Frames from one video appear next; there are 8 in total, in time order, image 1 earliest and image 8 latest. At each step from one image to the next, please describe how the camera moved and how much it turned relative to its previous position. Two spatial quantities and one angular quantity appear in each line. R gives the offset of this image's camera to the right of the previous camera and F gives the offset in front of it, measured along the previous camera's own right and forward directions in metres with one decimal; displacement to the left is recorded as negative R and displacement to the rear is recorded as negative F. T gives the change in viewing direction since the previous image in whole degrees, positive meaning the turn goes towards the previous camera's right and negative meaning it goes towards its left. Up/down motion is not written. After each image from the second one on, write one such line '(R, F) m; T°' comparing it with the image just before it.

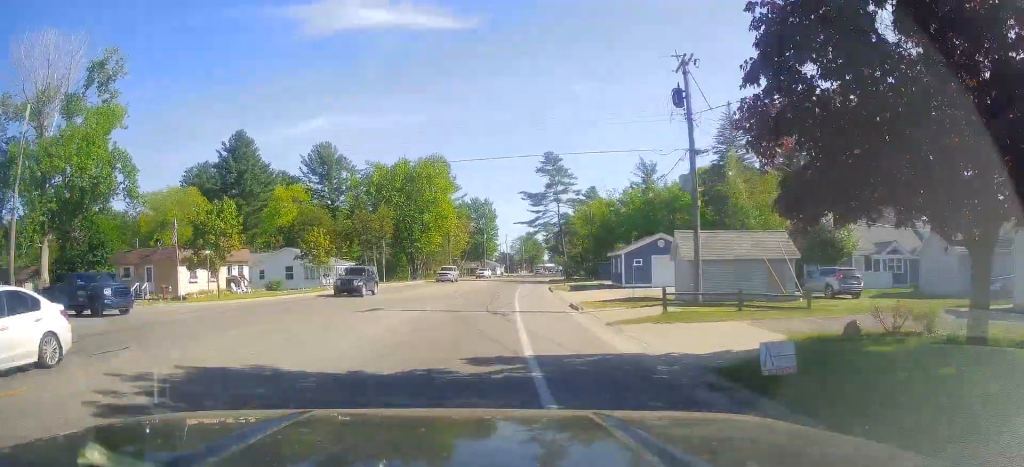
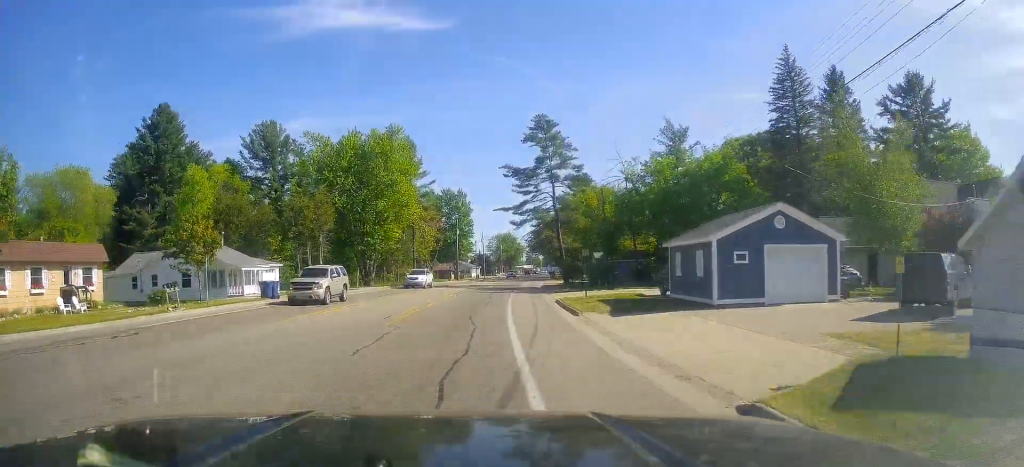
(-0.3, +20.4) m; +1°
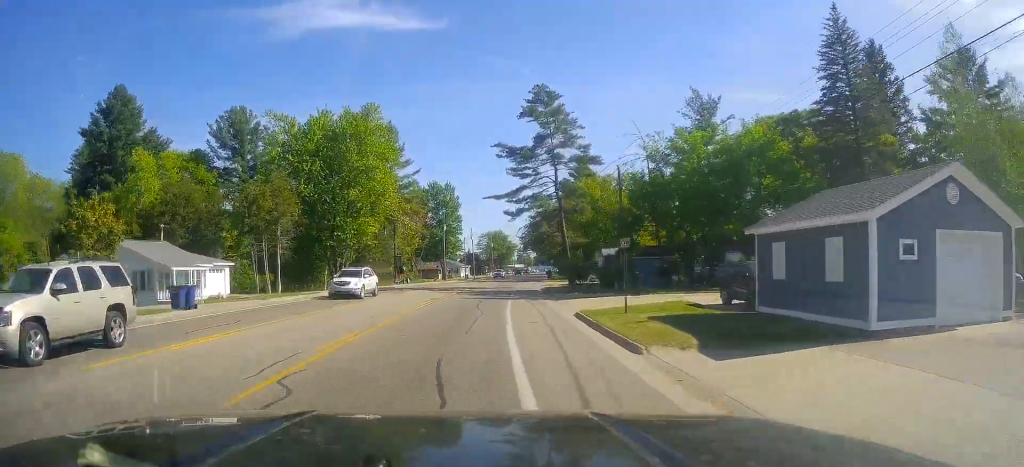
(+0.2, +9.9) m; +2°
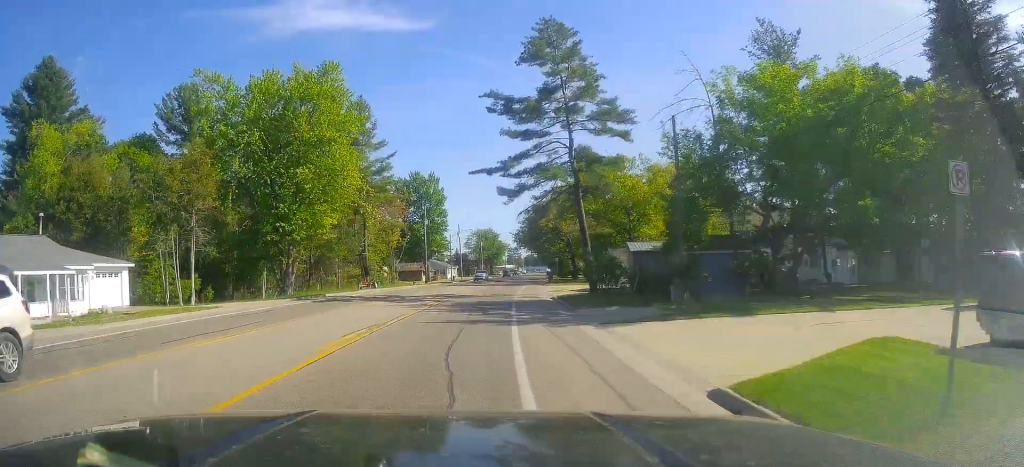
(+0.3, +14.2) m; +2°
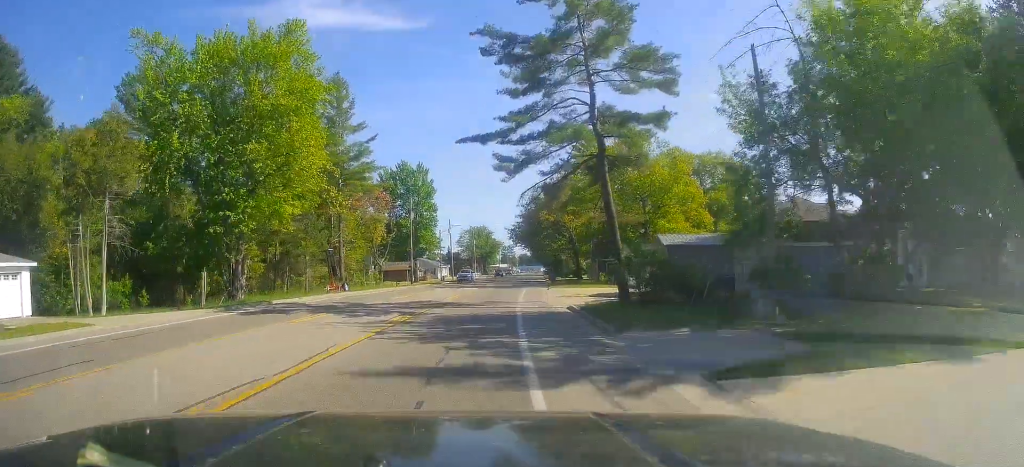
(+0.3, +9.3) m; +1°
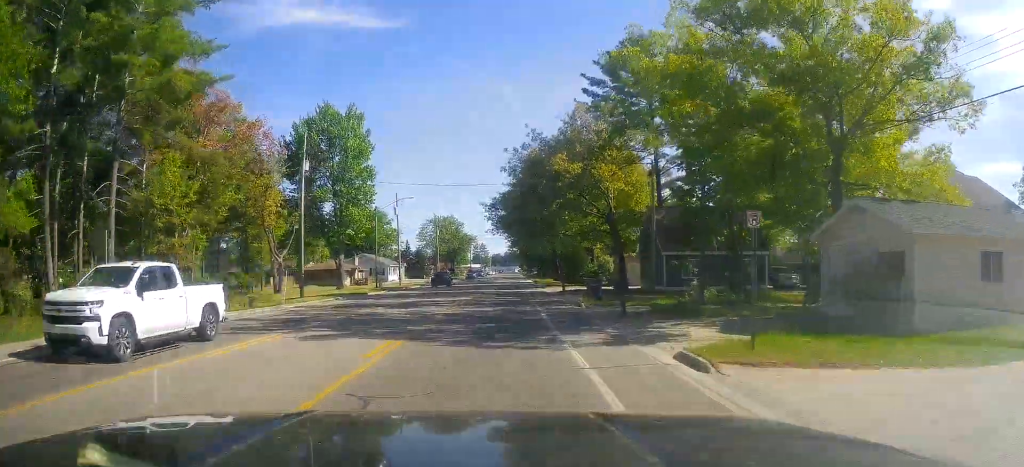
(-0.5, +38.0) m; +1°
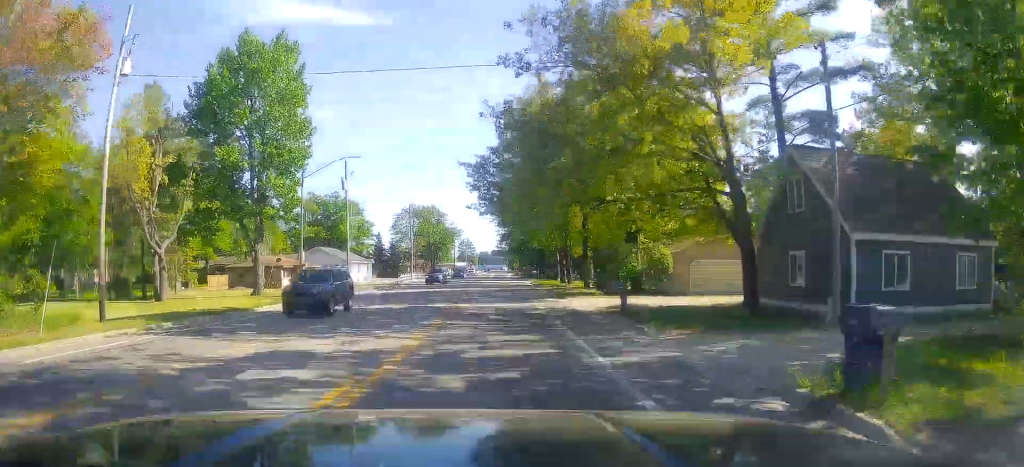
(+0.8, +21.7) m; +3°
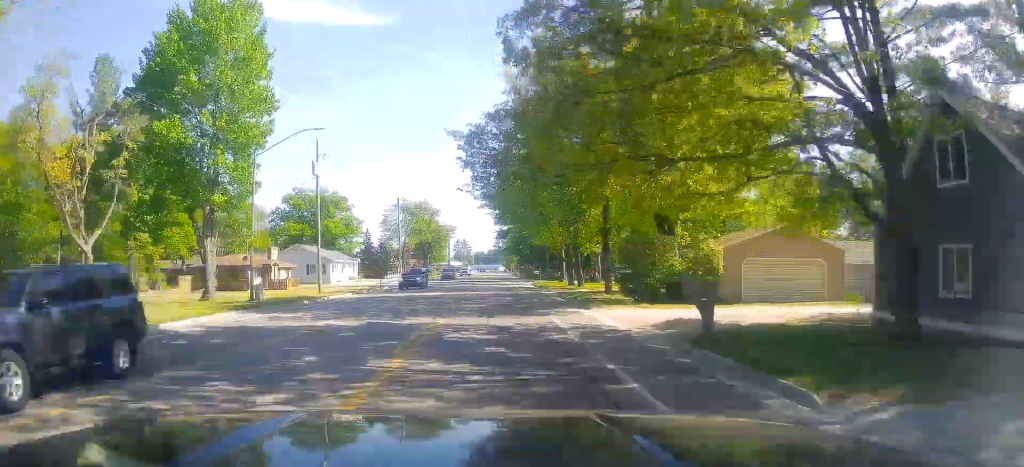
(0.0, +8.3) m; 0°
